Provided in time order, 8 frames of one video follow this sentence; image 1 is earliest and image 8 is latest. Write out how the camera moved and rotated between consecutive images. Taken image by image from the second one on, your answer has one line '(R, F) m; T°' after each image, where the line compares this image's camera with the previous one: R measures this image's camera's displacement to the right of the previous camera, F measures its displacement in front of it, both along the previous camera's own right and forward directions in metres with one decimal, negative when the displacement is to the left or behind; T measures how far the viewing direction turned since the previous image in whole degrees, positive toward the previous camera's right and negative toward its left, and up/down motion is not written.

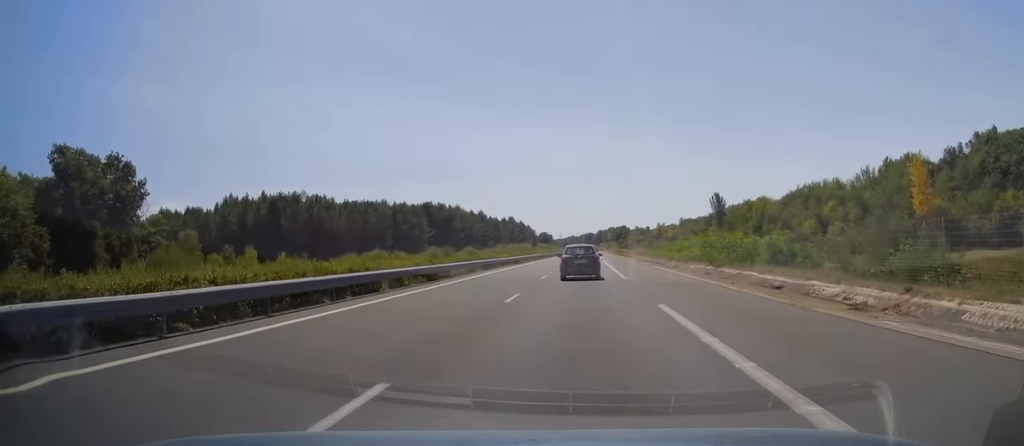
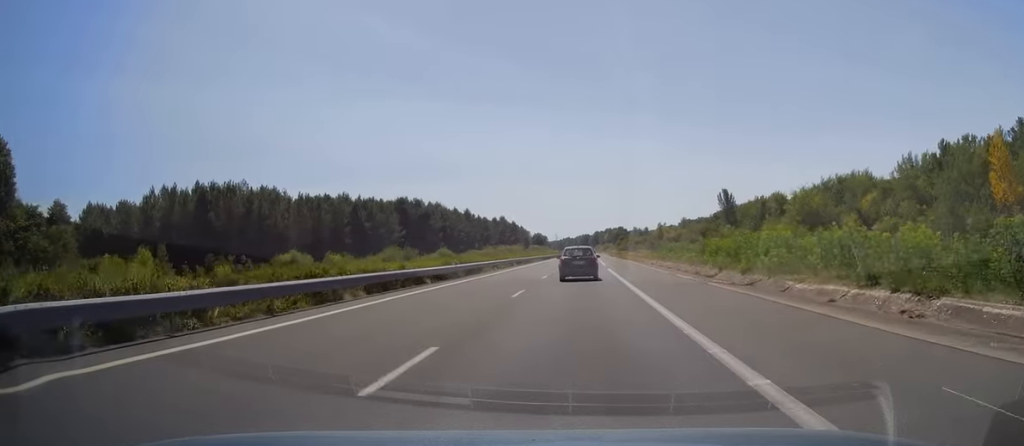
(+0.1, +23.9) m; 0°
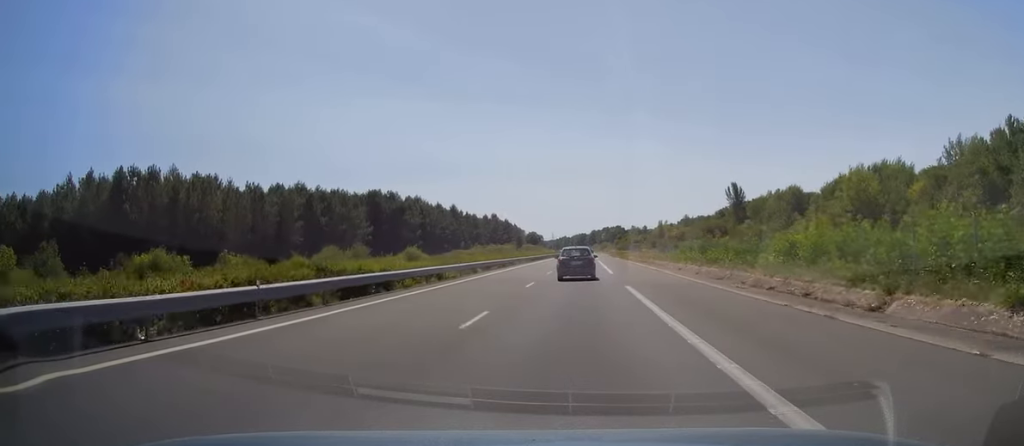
(-0.2, +20.8) m; 0°
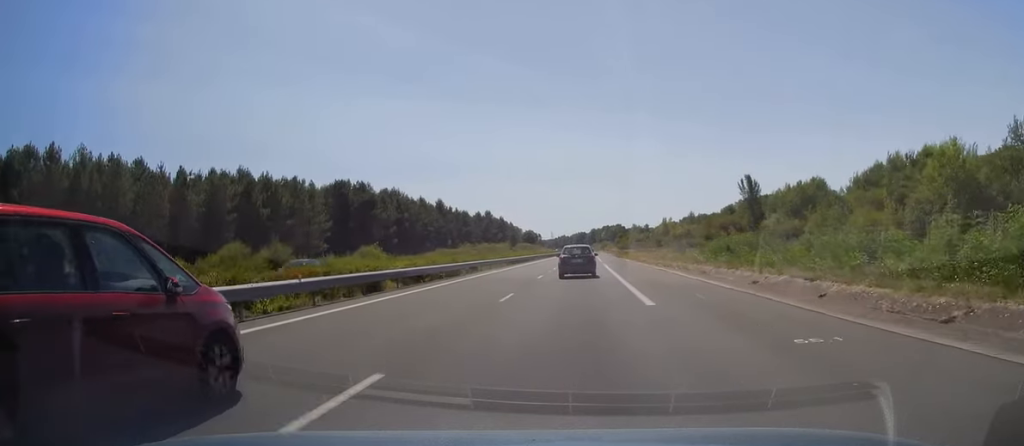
(+0.3, +20.7) m; 0°
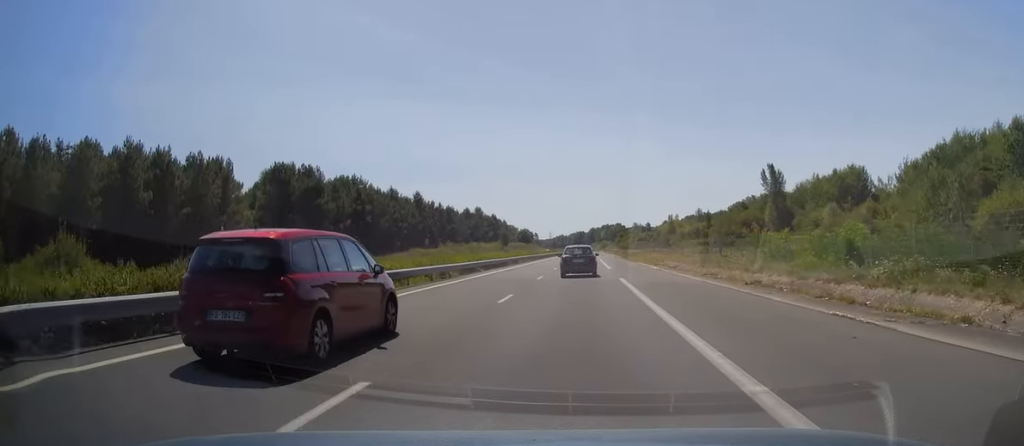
(-0.1, +26.6) m; 0°
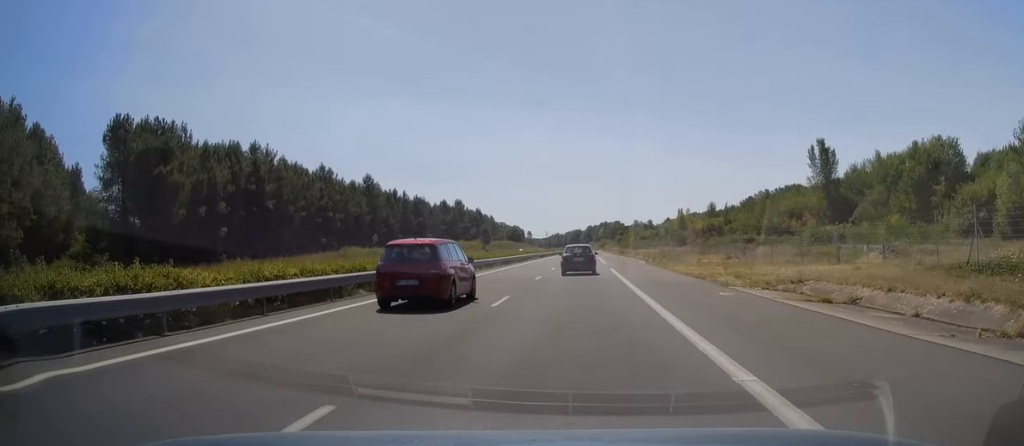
(+0.2, +40.5) m; +1°
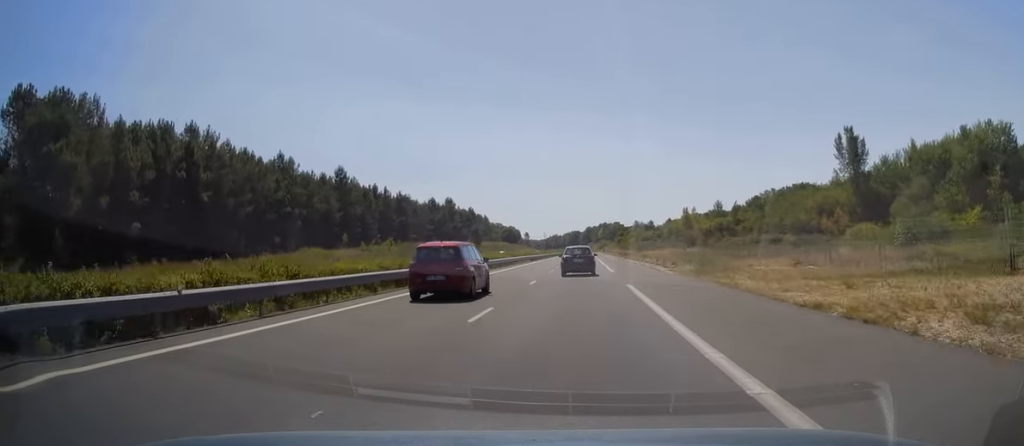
(+0.1, +16.3) m; 0°
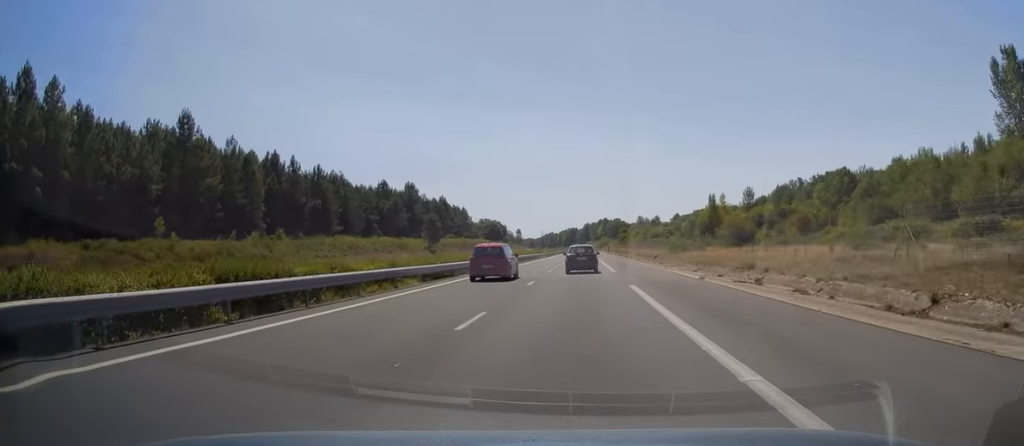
(-0.2, +53.8) m; 0°
